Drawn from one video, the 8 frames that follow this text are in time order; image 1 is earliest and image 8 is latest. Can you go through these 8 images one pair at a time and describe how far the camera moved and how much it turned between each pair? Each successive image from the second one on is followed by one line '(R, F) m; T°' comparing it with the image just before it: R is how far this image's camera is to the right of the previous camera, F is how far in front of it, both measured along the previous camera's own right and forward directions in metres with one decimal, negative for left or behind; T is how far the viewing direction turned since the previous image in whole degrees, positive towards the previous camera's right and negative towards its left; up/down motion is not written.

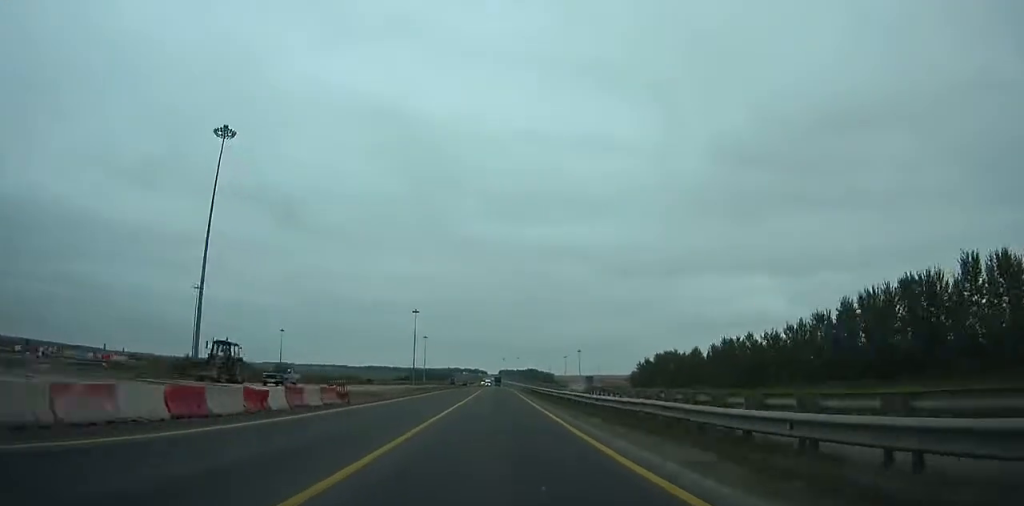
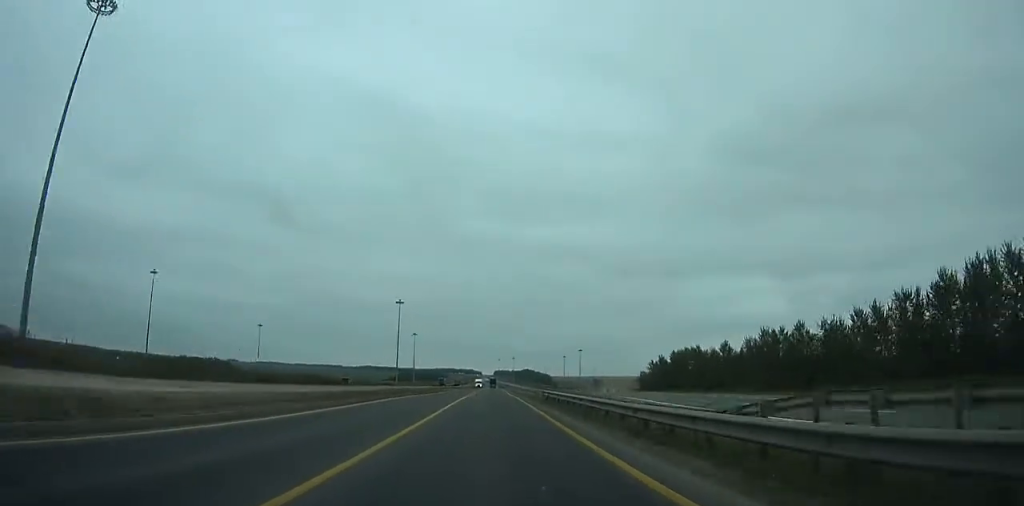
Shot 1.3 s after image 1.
(-0.1, +25.9) m; 0°
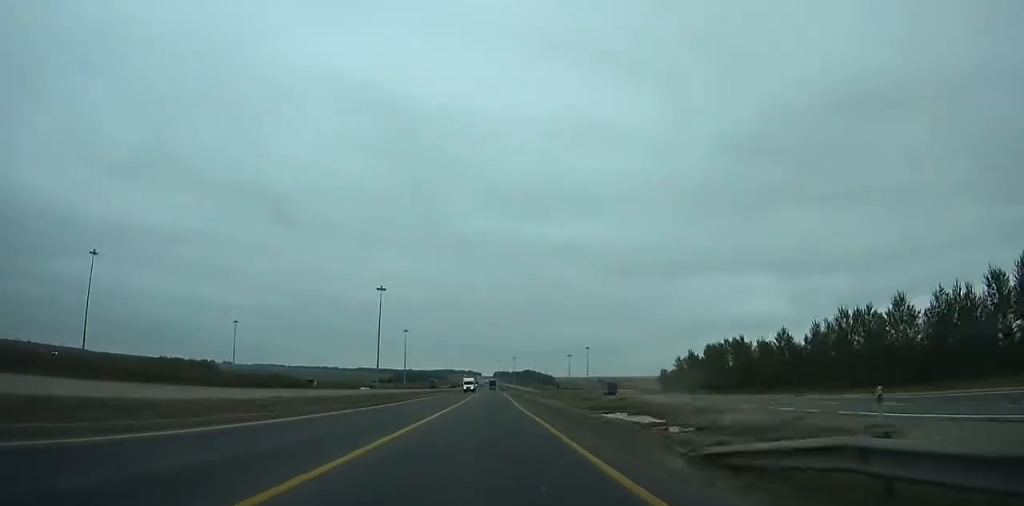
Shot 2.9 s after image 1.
(+0.3, +33.4) m; 0°
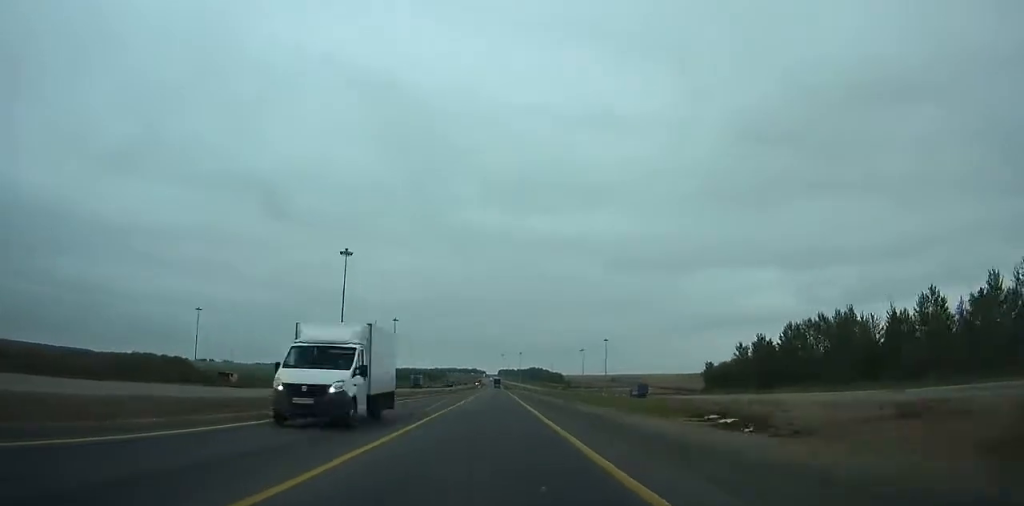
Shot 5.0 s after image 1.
(+0.3, +44.8) m; 0°
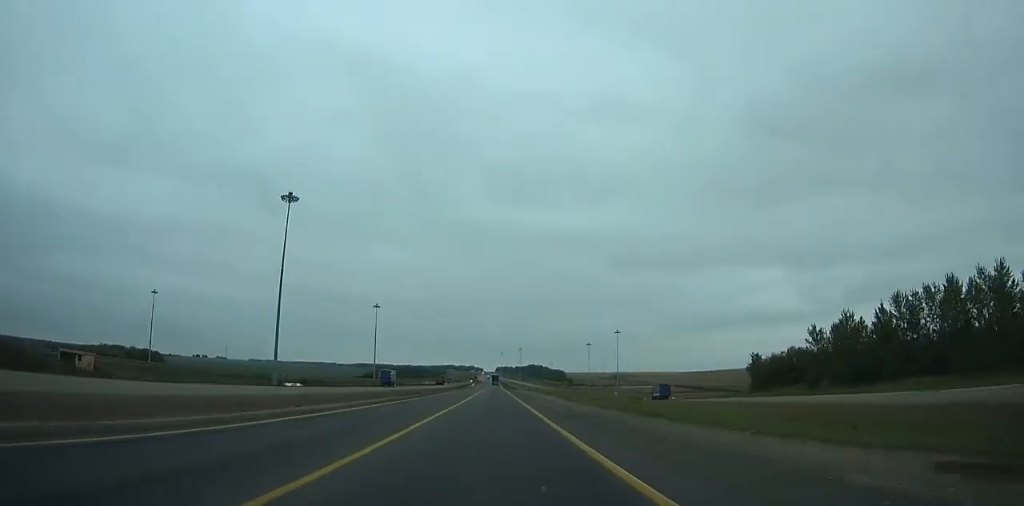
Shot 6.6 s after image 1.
(-0.2, +35.5) m; 0°
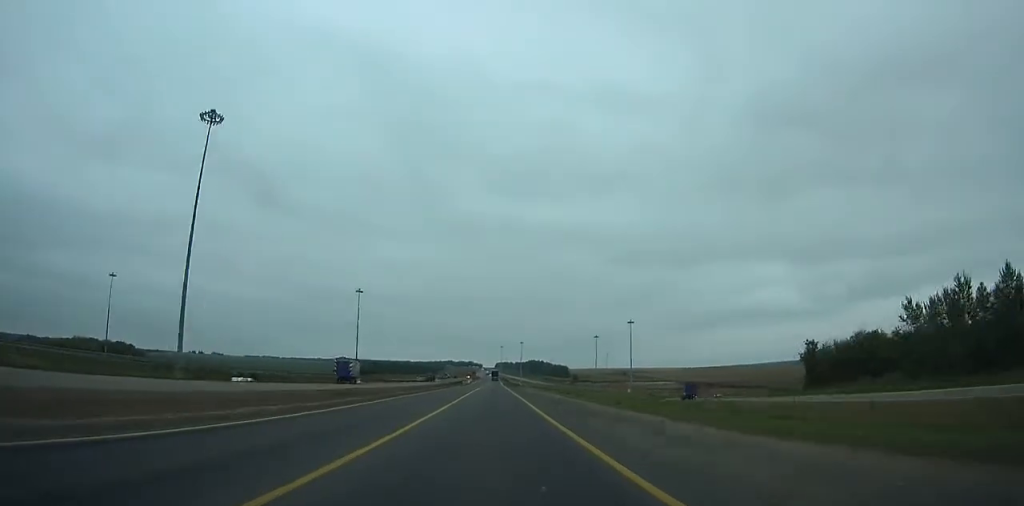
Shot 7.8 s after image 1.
(0.0, +26.8) m; 0°
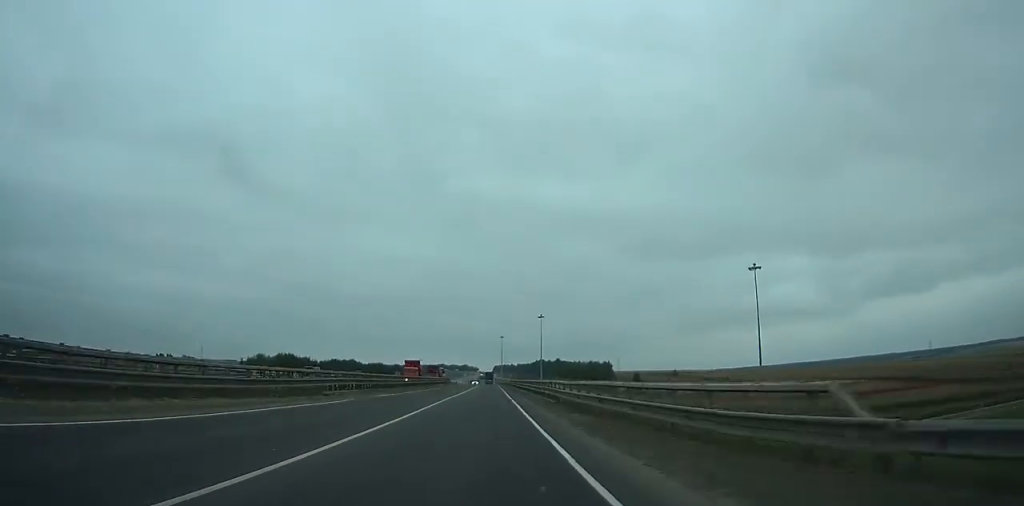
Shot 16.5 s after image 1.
(+1.5, +206.2) m; 0°
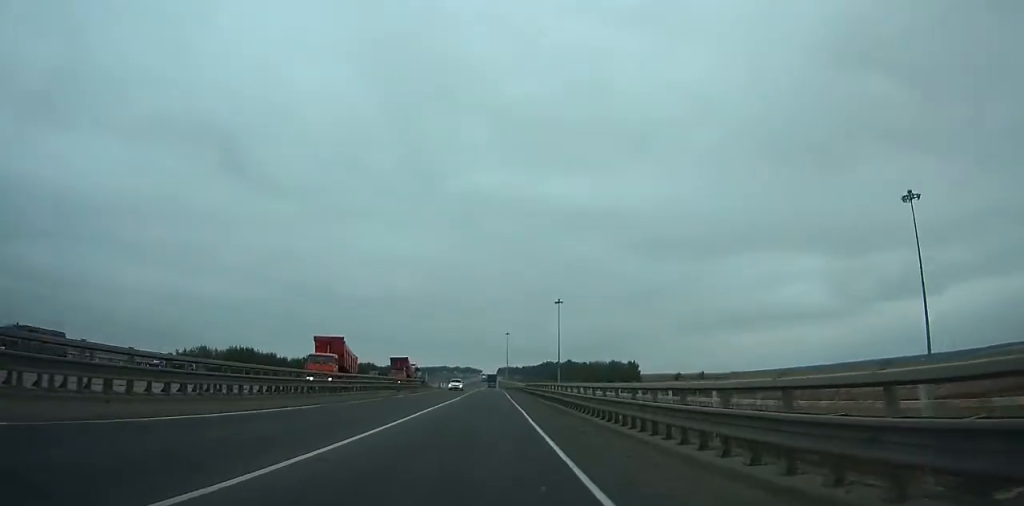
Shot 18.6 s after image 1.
(-0.3, +51.4) m; 0°
